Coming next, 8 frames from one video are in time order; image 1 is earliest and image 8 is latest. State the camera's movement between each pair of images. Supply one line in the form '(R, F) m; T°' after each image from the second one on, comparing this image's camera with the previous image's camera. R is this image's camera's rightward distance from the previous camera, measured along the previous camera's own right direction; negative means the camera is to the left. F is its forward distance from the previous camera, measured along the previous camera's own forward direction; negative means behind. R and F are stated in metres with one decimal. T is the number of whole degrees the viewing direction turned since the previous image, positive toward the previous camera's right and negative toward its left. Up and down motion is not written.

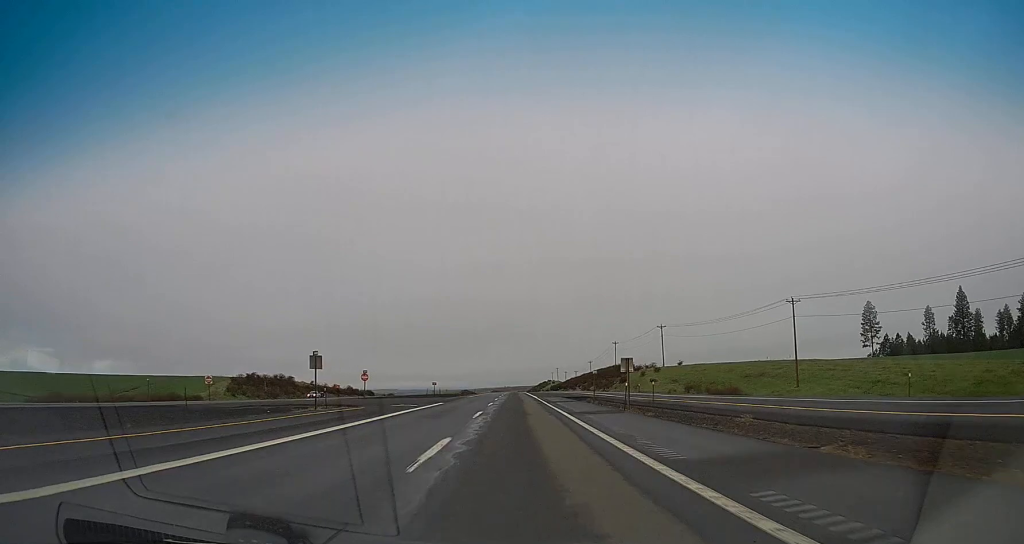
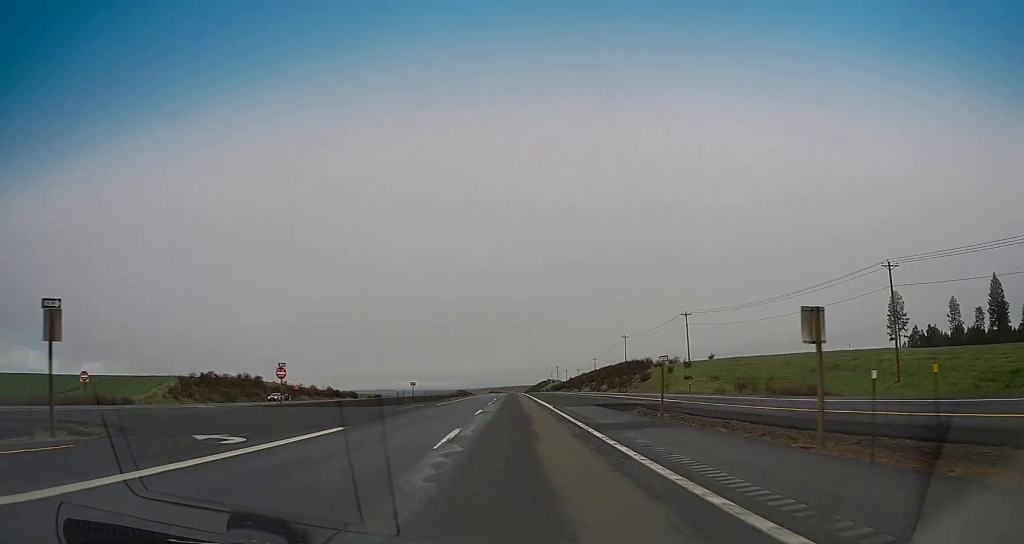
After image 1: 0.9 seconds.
(-0.2, +26.5) m; 0°
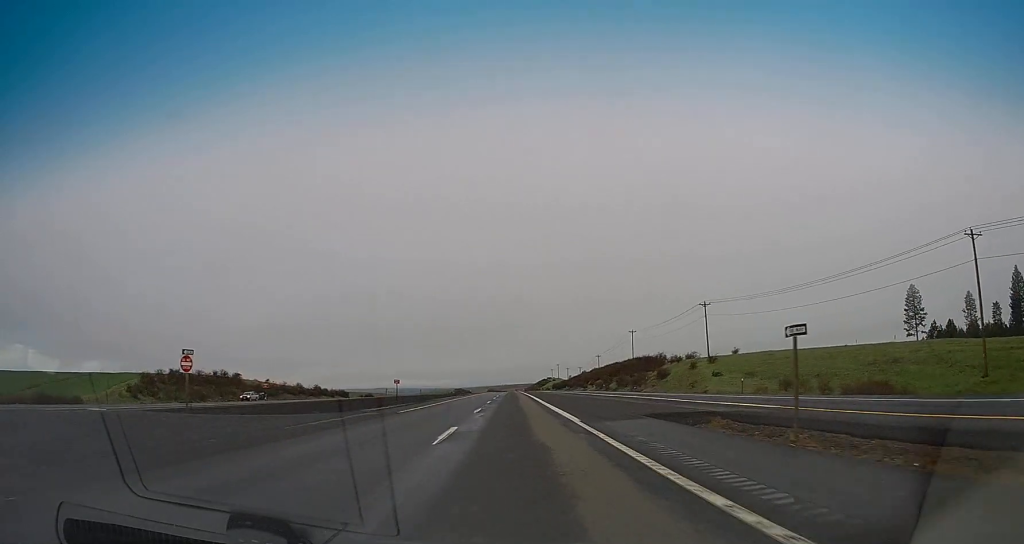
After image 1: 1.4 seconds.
(+0.3, +14.7) m; +1°
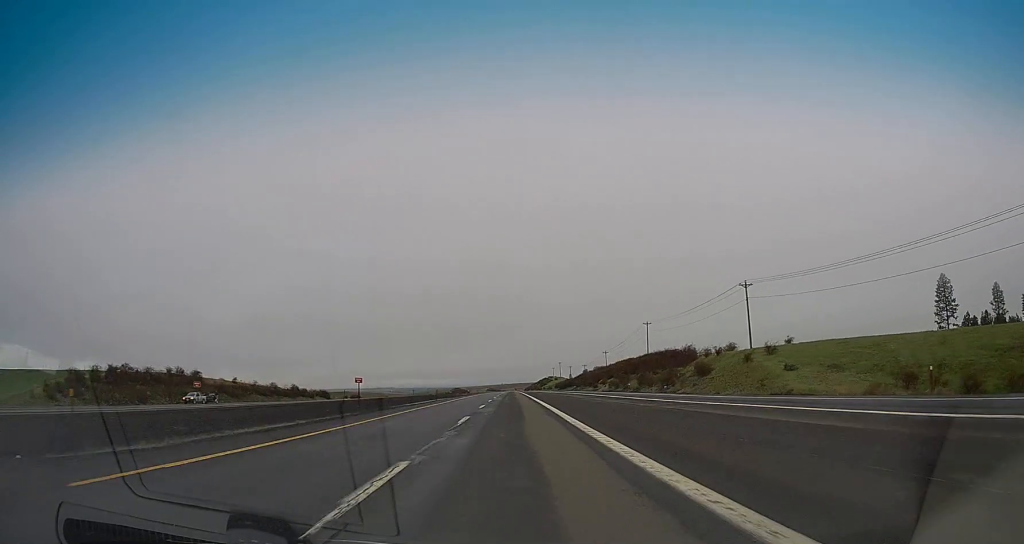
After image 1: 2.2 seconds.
(0.0, +23.7) m; 0°
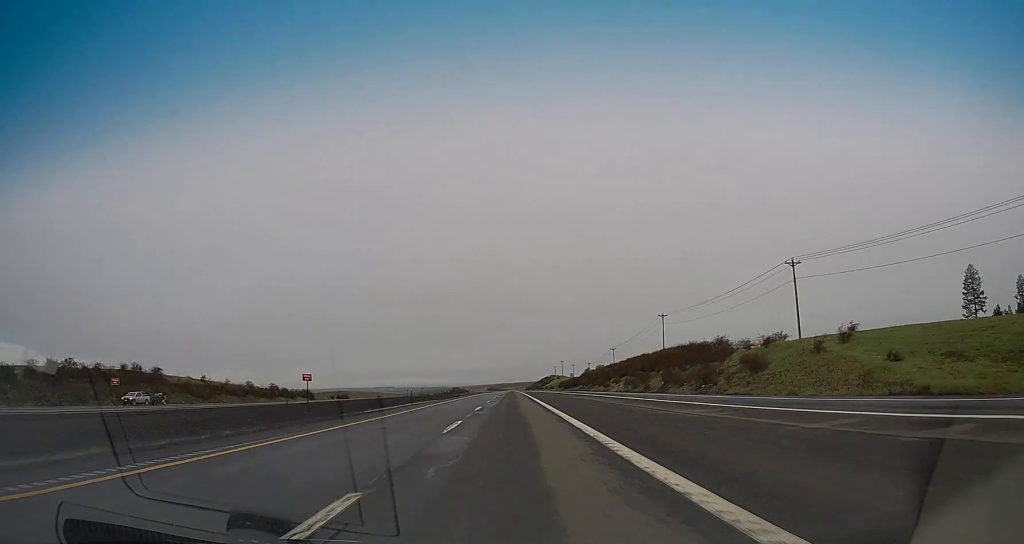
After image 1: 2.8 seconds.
(0.0, +18.7) m; 0°
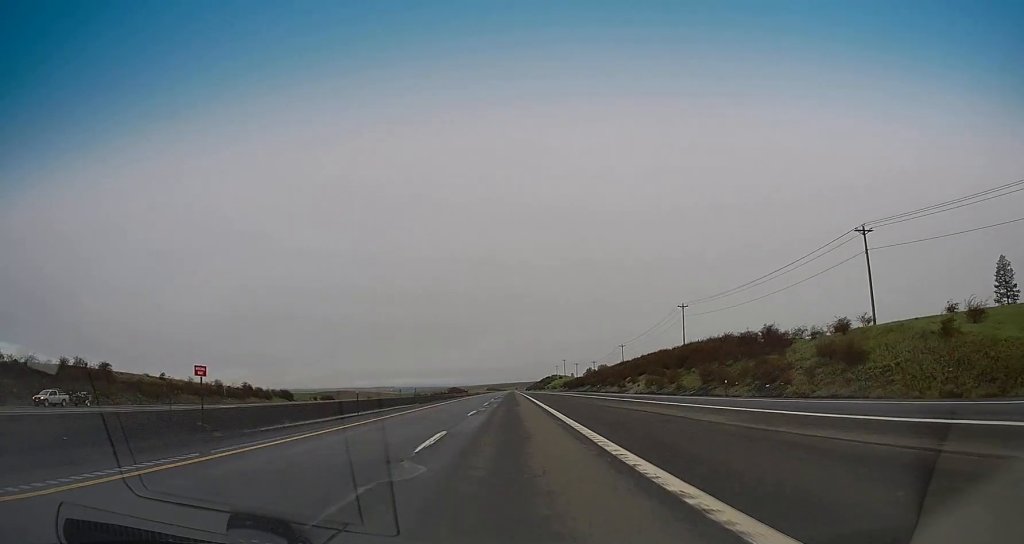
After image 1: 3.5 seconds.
(+0.1, +19.7) m; 0°
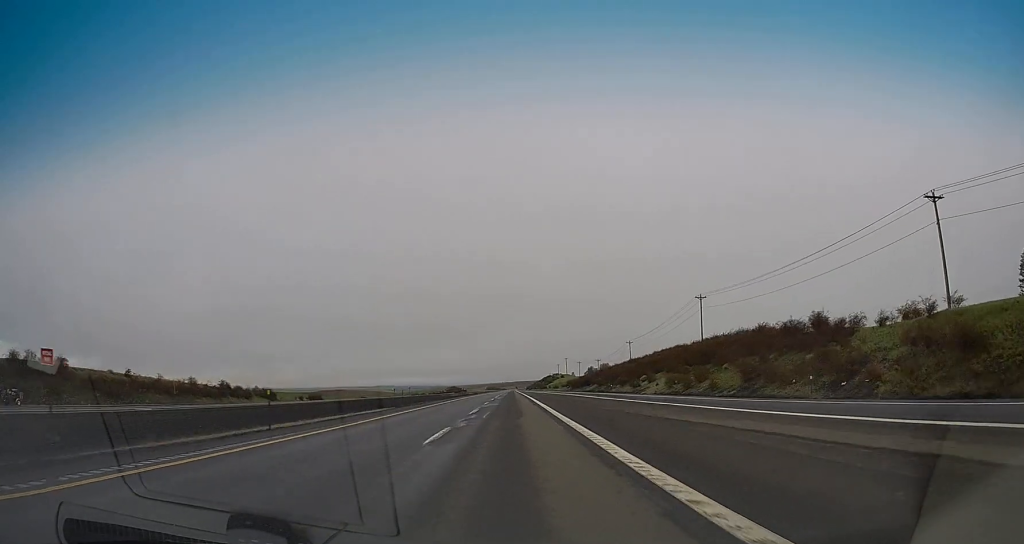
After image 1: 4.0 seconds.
(0.0, +13.8) m; 0°
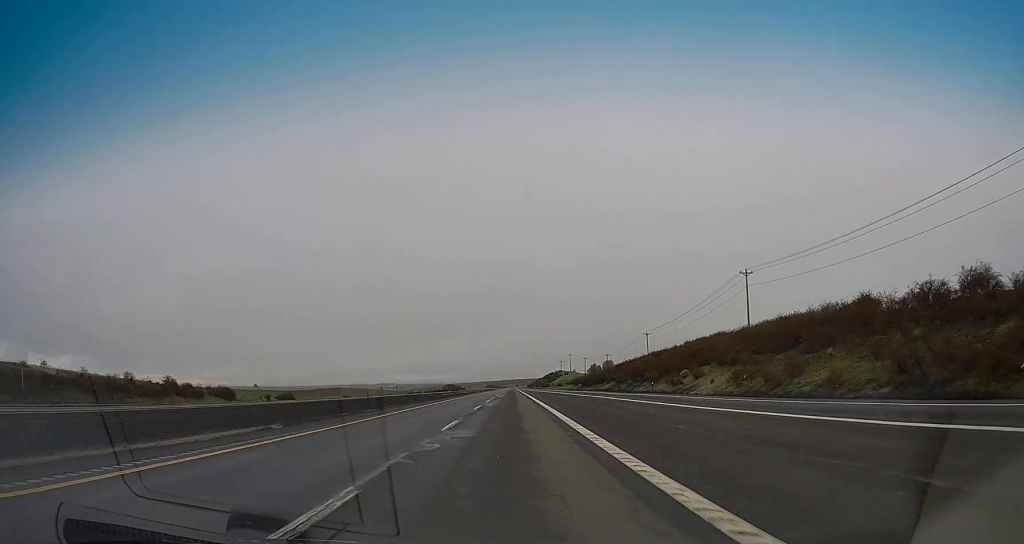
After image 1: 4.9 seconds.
(-0.2, +26.6) m; -1°
